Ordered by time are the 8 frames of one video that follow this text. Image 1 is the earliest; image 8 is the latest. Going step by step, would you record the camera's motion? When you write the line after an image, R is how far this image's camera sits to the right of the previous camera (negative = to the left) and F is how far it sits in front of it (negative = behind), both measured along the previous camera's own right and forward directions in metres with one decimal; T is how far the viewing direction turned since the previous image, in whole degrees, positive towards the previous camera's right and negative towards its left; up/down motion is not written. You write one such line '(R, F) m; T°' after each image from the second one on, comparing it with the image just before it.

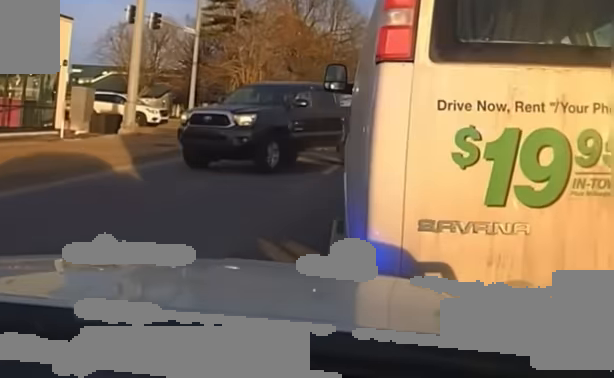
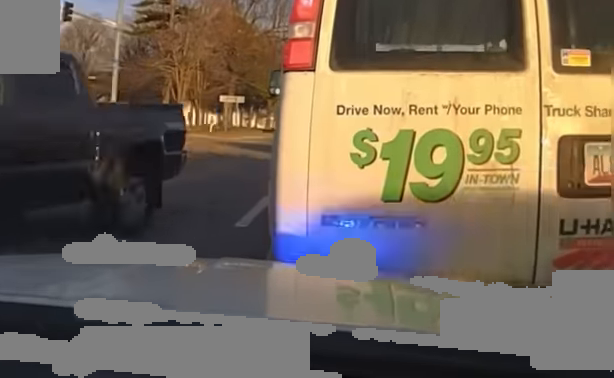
(+0.3, +7.4) m; +4°
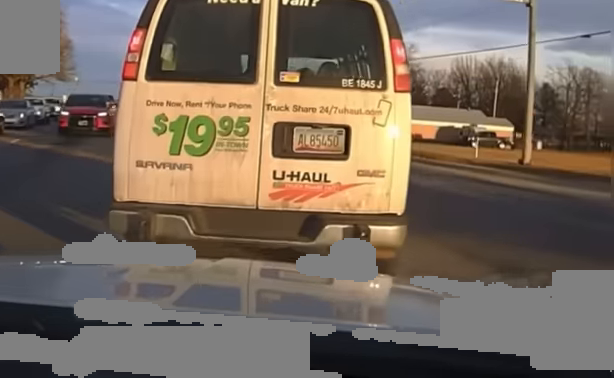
(+3.5, +25.4) m; +15°
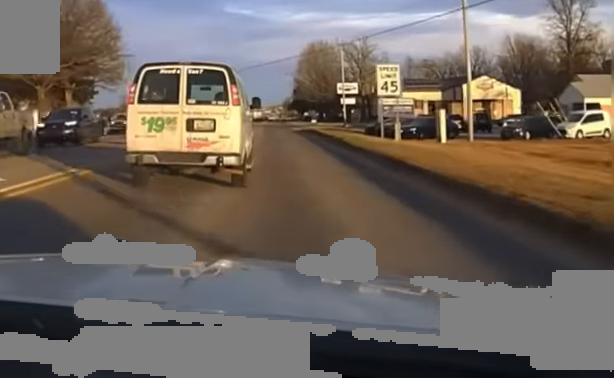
(+1.3, +36.1) m; -2°
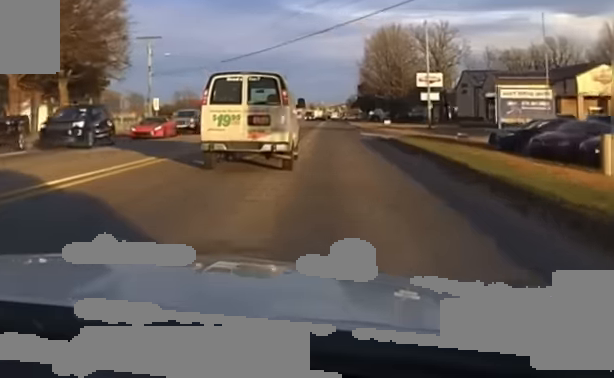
(-1.4, +20.9) m; -7°
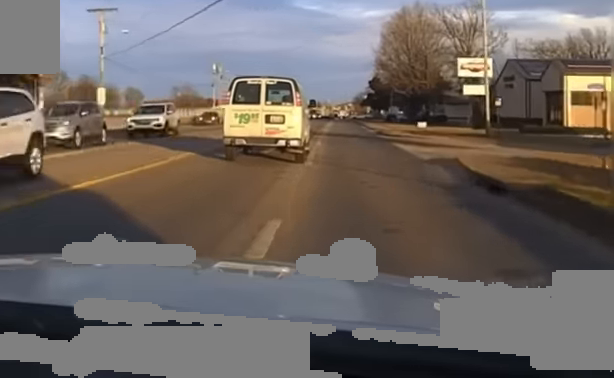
(-0.9, +20.6) m; -3°
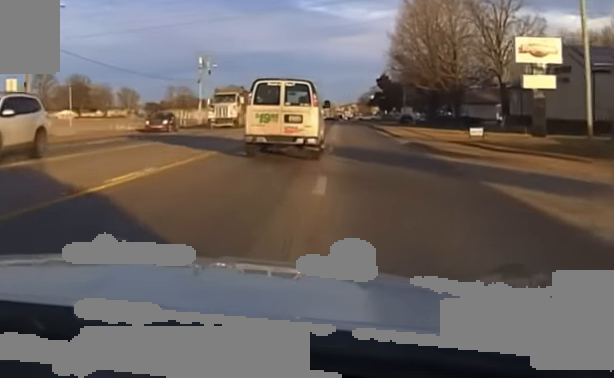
(-0.1, +16.1) m; -1°
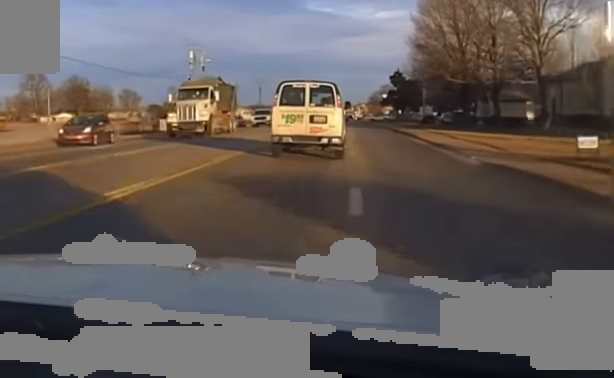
(0.0, +14.5) m; -1°
